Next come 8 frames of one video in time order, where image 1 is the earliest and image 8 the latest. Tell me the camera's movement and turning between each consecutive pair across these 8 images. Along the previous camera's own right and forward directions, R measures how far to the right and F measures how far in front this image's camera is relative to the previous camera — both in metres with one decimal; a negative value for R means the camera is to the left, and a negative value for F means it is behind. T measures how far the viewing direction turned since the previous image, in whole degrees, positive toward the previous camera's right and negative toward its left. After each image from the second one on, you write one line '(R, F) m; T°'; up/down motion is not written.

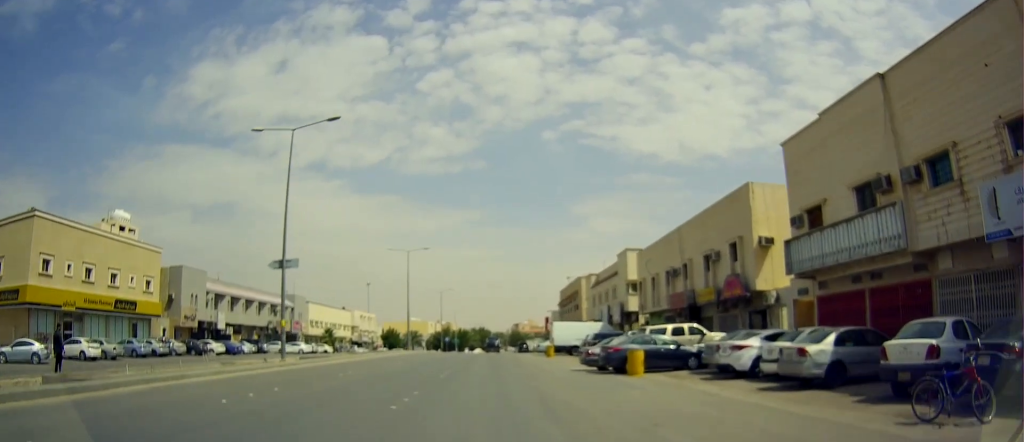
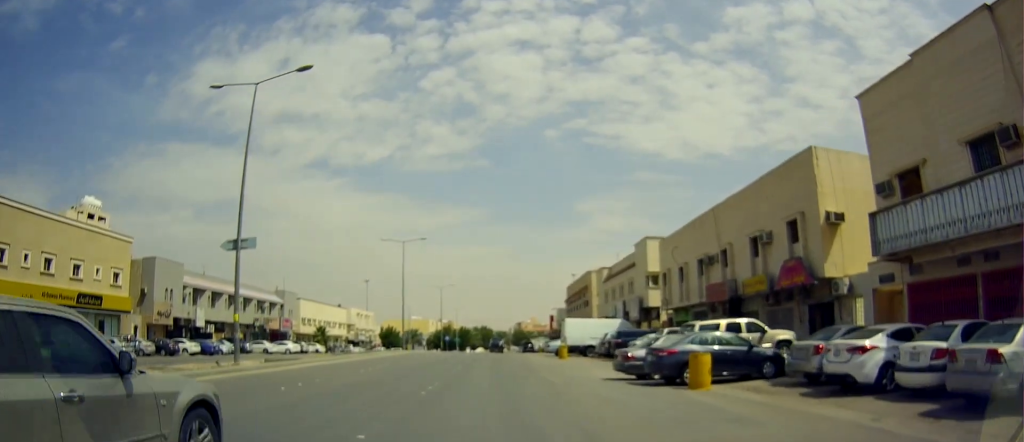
(-0.3, +6.4) m; -4°
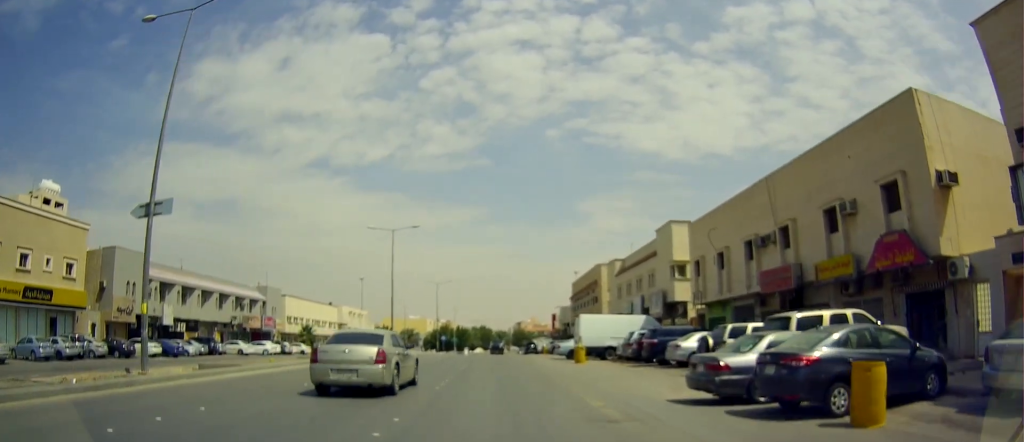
(-0.1, +7.4) m; +4°
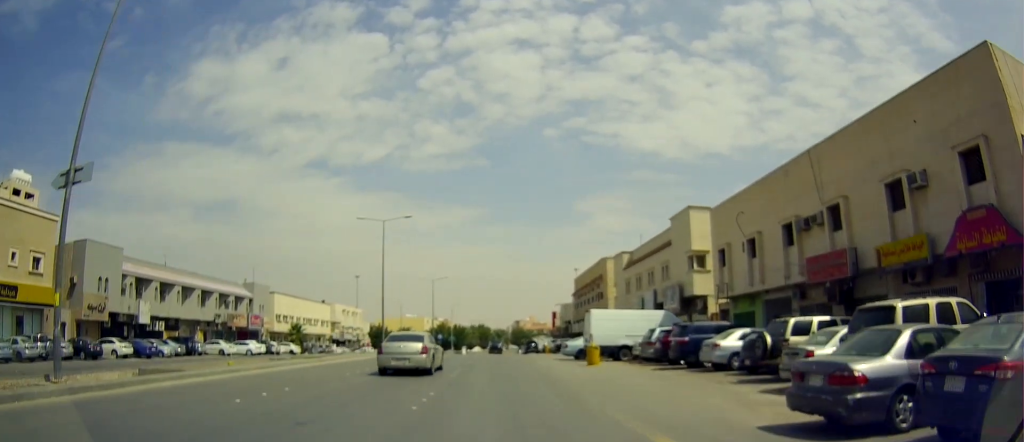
(+0.6, +4.4) m; +2°
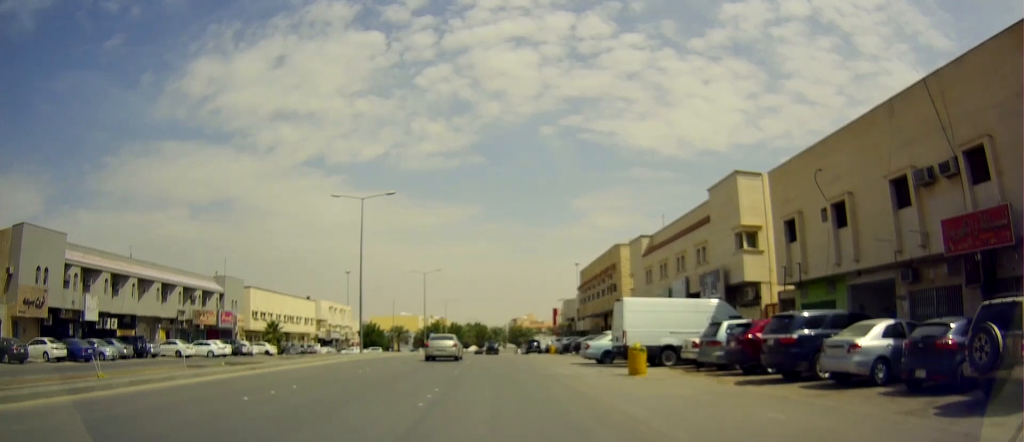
(-0.7, +8.3) m; -4°
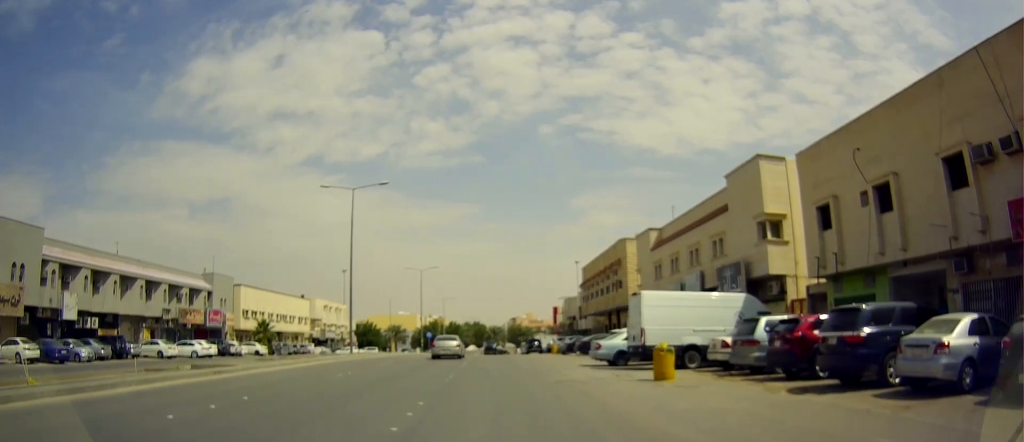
(+0.1, +3.0) m; 0°
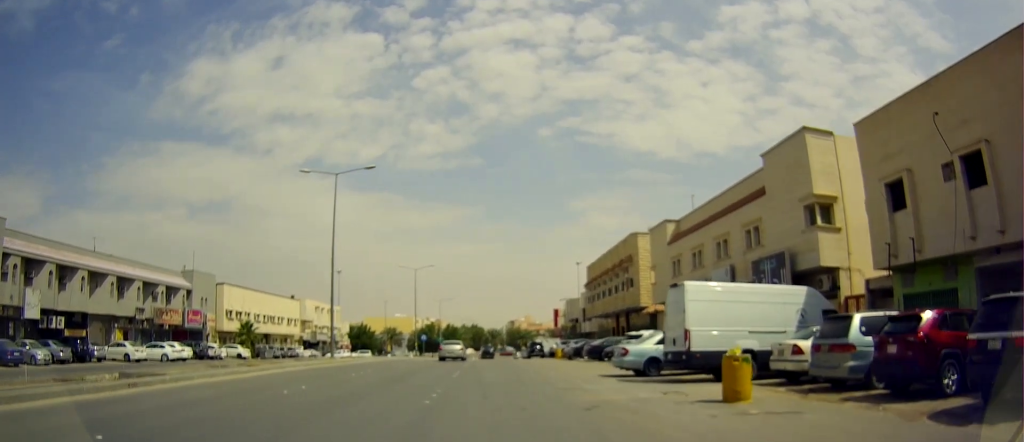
(0.0, +4.9) m; 0°
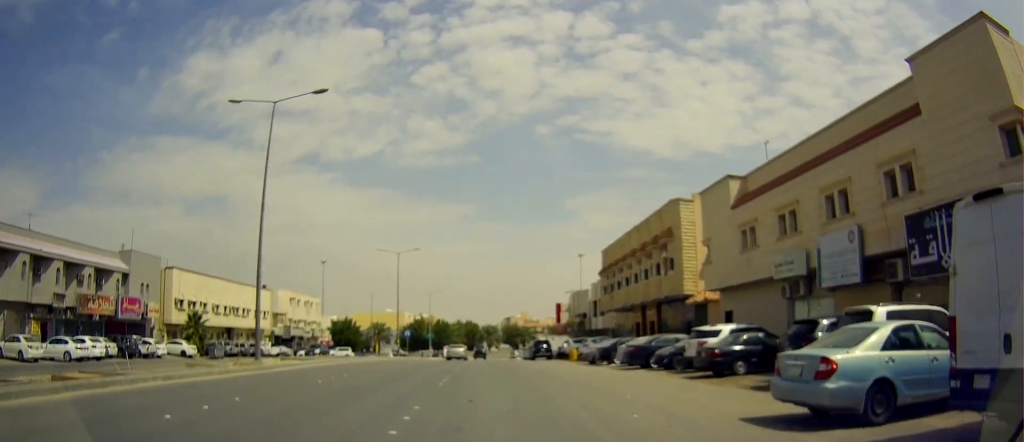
(+0.1, +12.6) m; +1°
